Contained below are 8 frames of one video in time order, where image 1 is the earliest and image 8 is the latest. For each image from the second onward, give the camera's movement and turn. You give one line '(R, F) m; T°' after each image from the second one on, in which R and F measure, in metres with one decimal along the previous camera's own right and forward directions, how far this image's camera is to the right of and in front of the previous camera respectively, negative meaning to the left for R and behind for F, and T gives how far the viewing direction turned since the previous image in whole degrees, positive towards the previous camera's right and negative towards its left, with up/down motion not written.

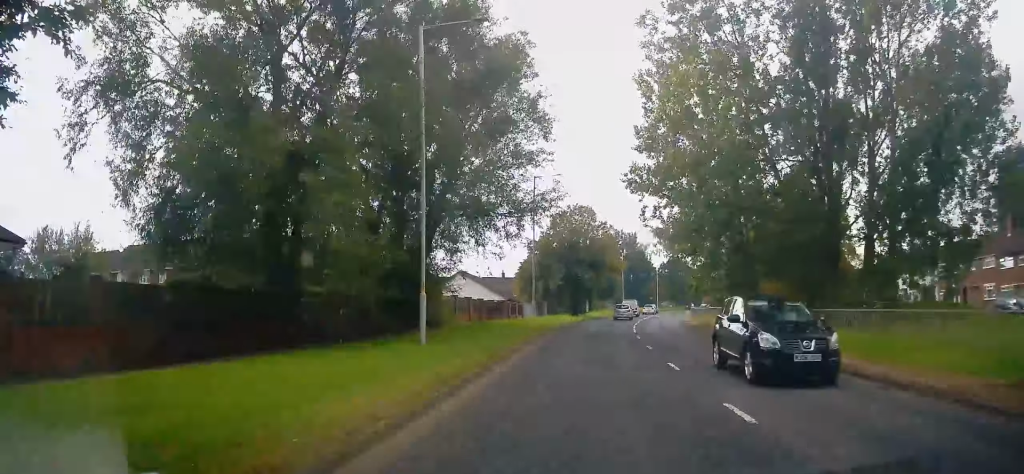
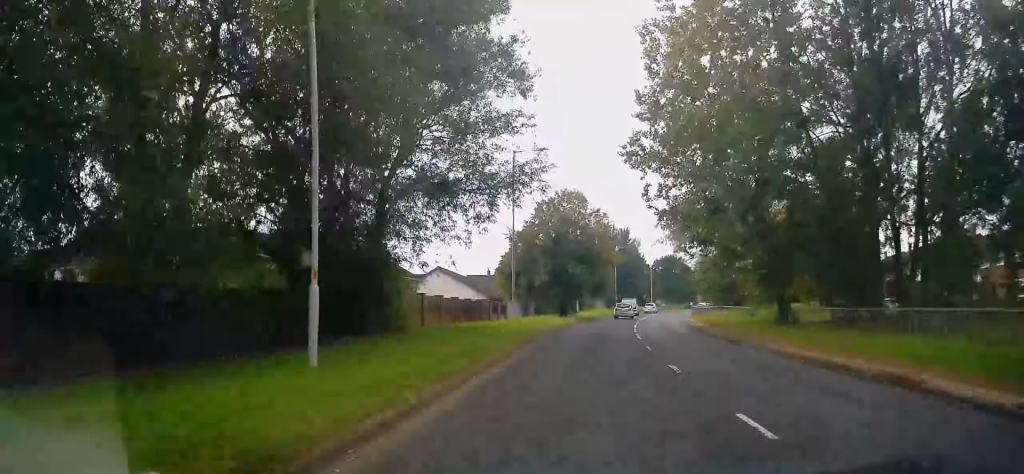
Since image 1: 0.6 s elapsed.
(0.0, +6.9) m; 0°
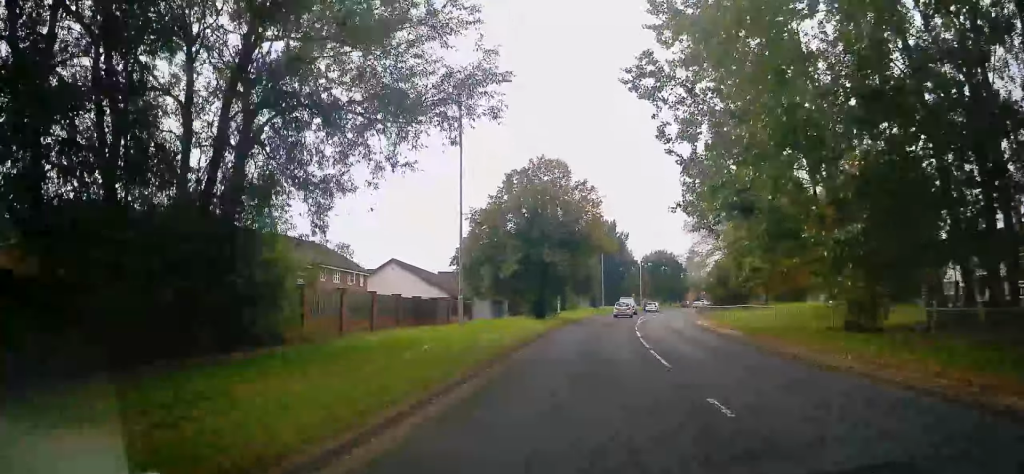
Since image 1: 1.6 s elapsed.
(0.0, +11.0) m; +2°
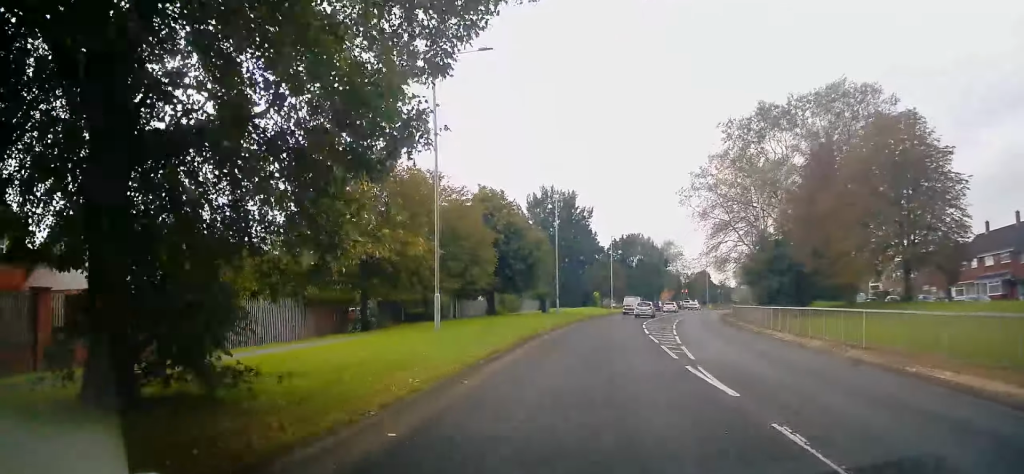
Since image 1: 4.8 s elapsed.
(+1.0, +35.3) m; +3°
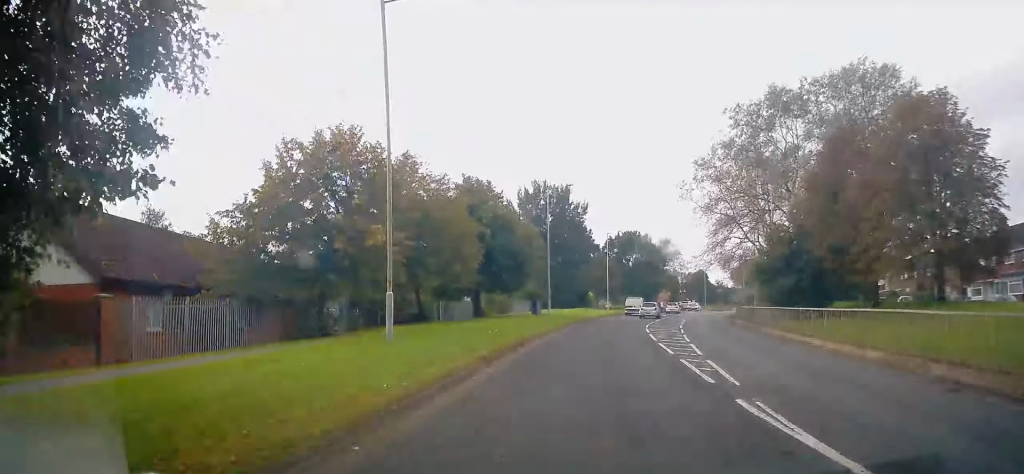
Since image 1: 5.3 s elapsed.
(+0.1, +4.6) m; +1°
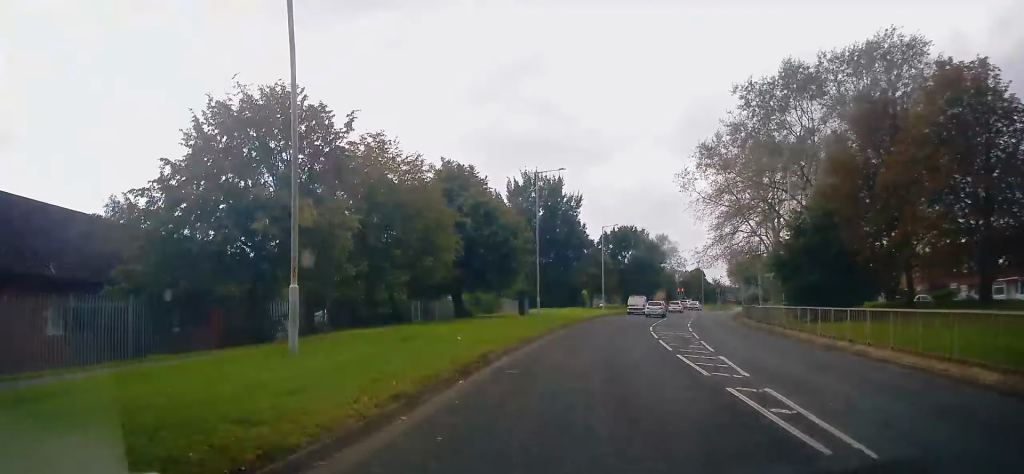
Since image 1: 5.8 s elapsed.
(+0.1, +5.2) m; +2°
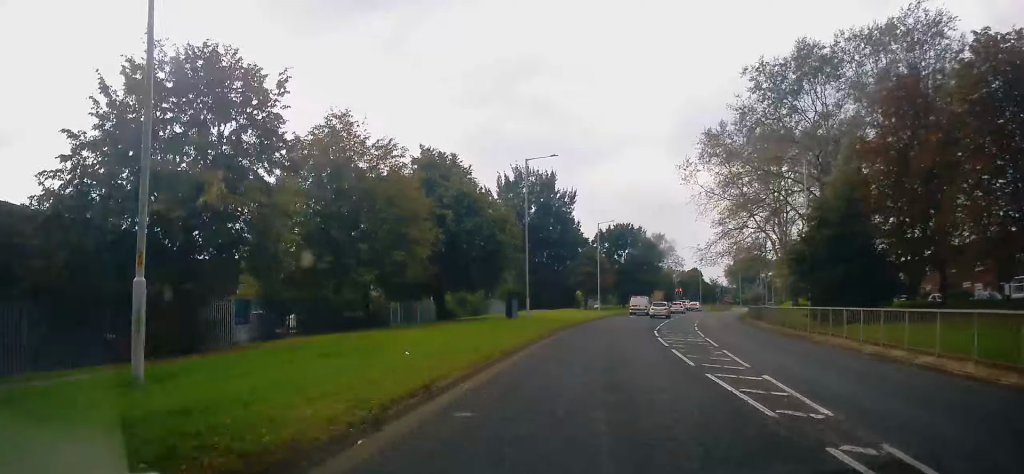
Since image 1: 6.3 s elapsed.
(+0.1, +4.2) m; +1°
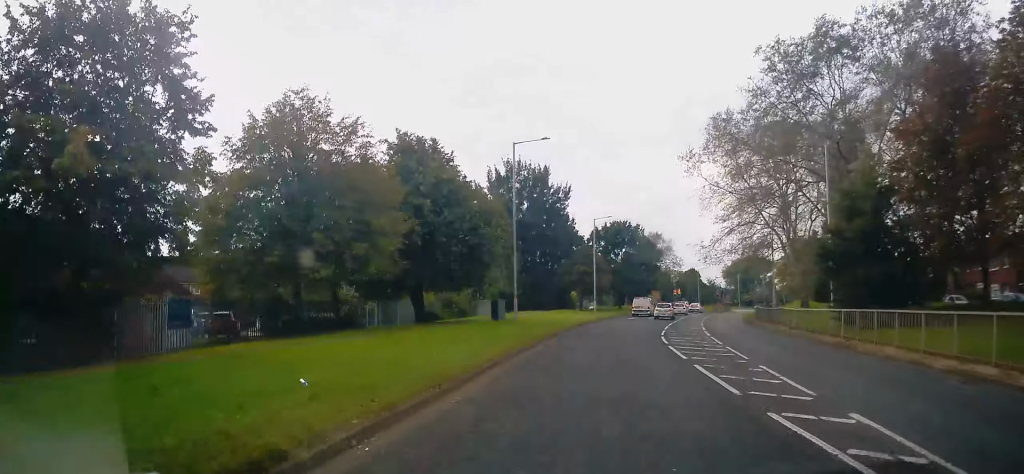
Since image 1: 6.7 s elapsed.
(+0.1, +4.1) m; +1°
